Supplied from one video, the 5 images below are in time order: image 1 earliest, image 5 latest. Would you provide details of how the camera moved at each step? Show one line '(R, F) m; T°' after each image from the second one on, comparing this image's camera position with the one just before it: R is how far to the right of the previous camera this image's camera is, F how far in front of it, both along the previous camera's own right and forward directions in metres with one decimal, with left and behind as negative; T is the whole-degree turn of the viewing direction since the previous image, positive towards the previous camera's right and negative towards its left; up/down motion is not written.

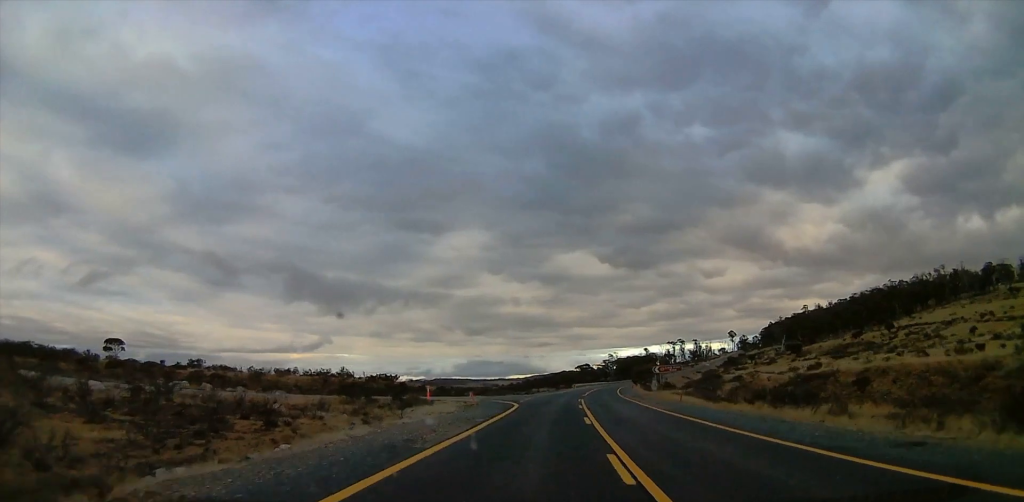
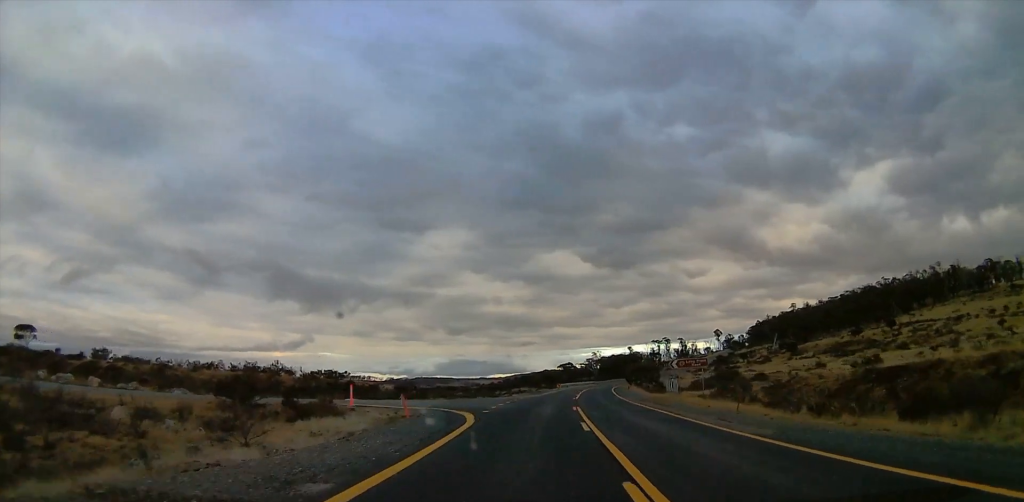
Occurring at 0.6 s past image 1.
(+0.1, +14.4) m; 0°
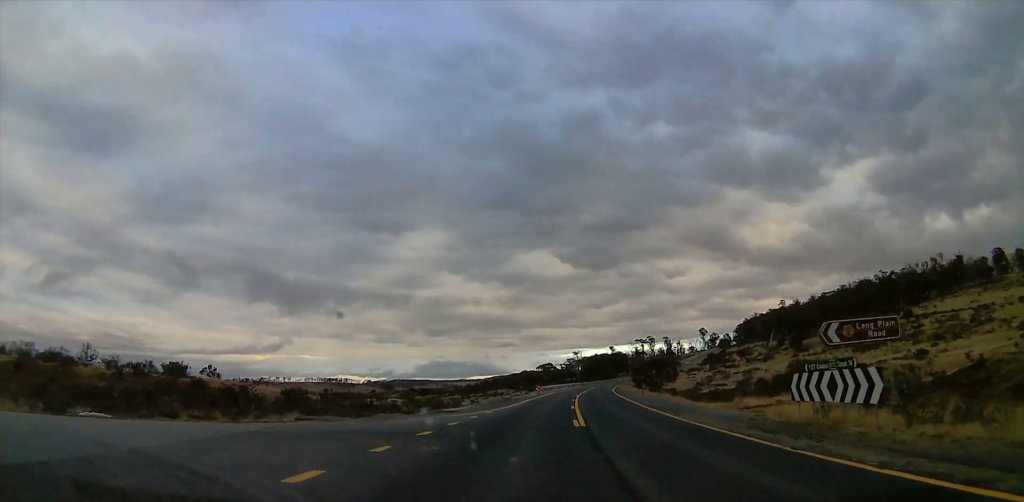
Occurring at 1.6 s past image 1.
(0.0, +27.8) m; +1°
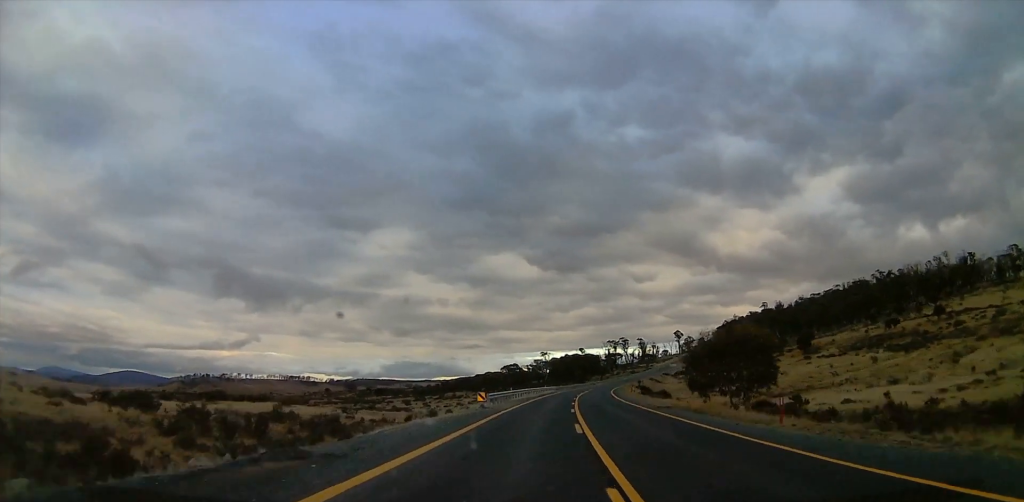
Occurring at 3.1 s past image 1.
(+1.6, +38.0) m; +4°
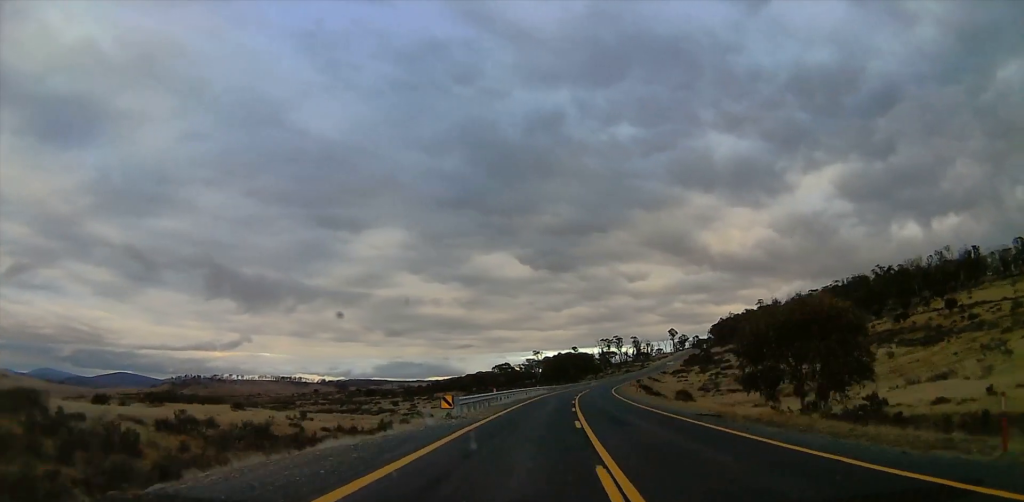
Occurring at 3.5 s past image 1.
(0.0, +10.4) m; 0°
